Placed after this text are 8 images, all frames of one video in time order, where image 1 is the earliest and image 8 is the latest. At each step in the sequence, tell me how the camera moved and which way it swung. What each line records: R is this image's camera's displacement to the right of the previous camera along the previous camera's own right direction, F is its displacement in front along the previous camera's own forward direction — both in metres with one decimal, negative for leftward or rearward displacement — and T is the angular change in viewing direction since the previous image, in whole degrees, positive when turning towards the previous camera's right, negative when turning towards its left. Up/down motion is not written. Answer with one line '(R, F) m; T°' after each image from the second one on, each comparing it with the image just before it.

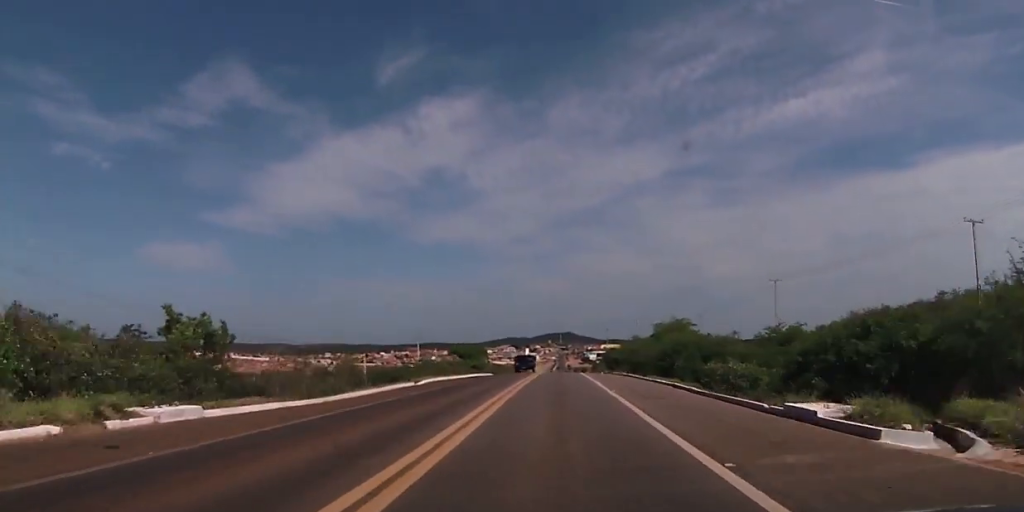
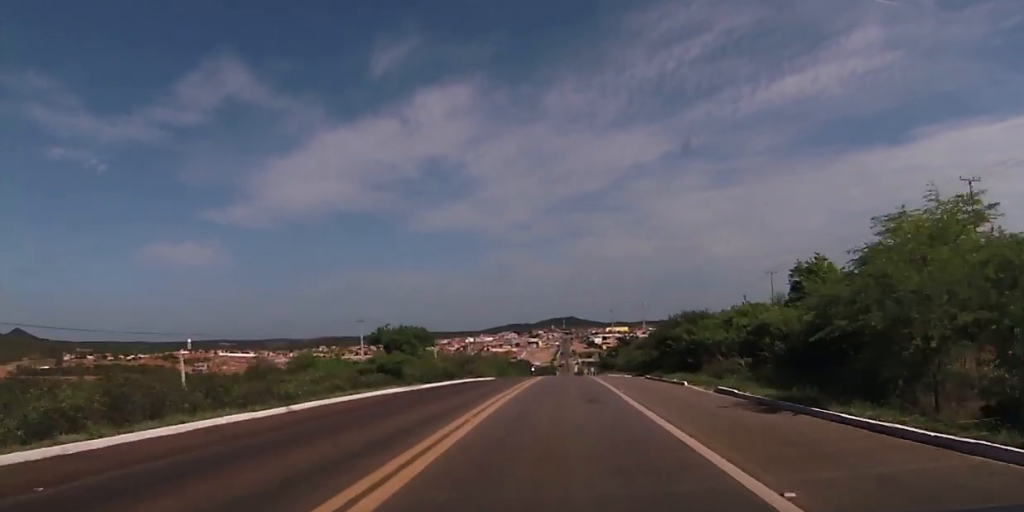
(-0.2, +49.5) m; 0°
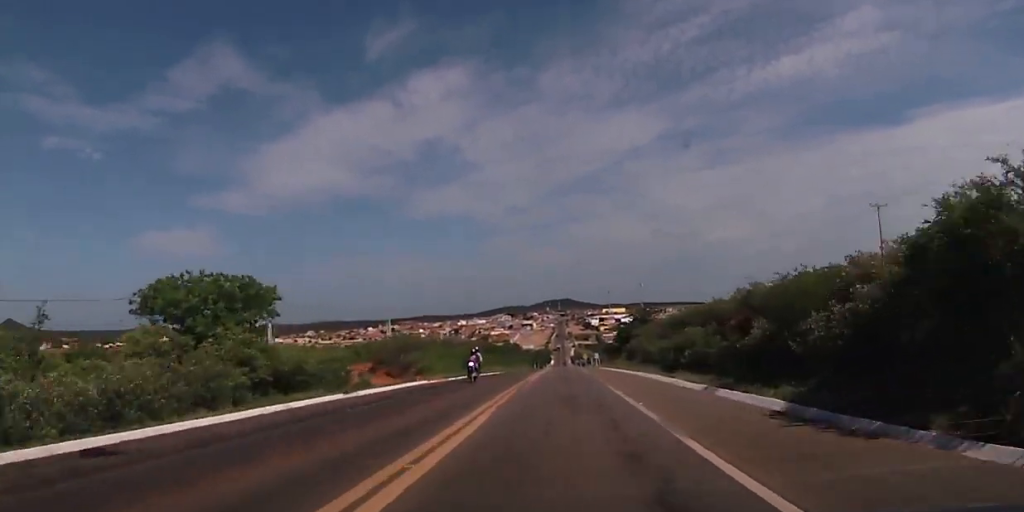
(+0.3, +37.0) m; +1°
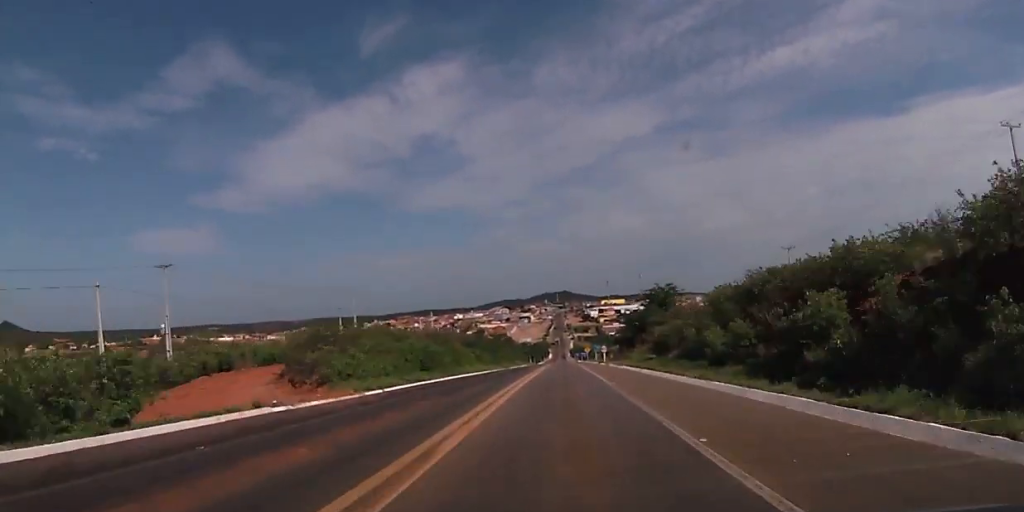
(-0.2, +22.6) m; 0°
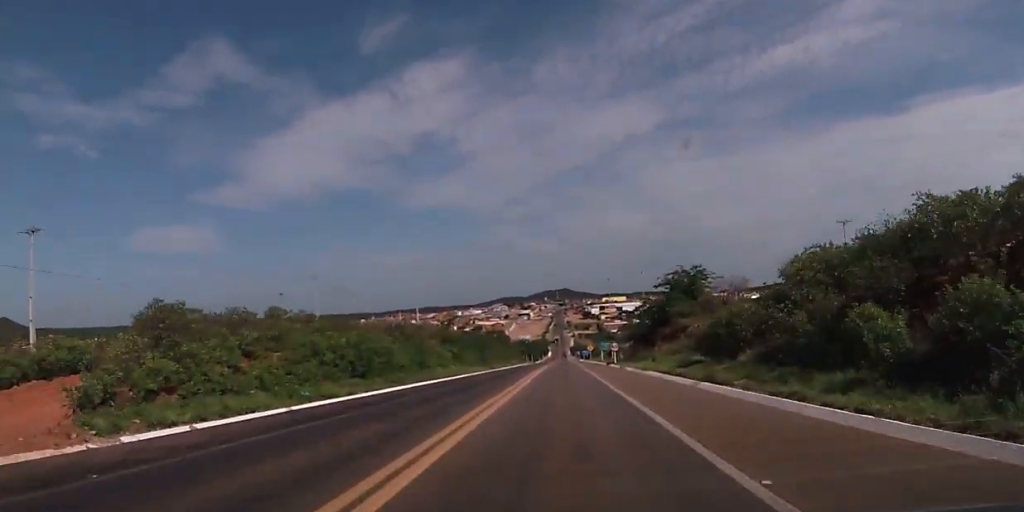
(+0.1, +18.3) m; 0°
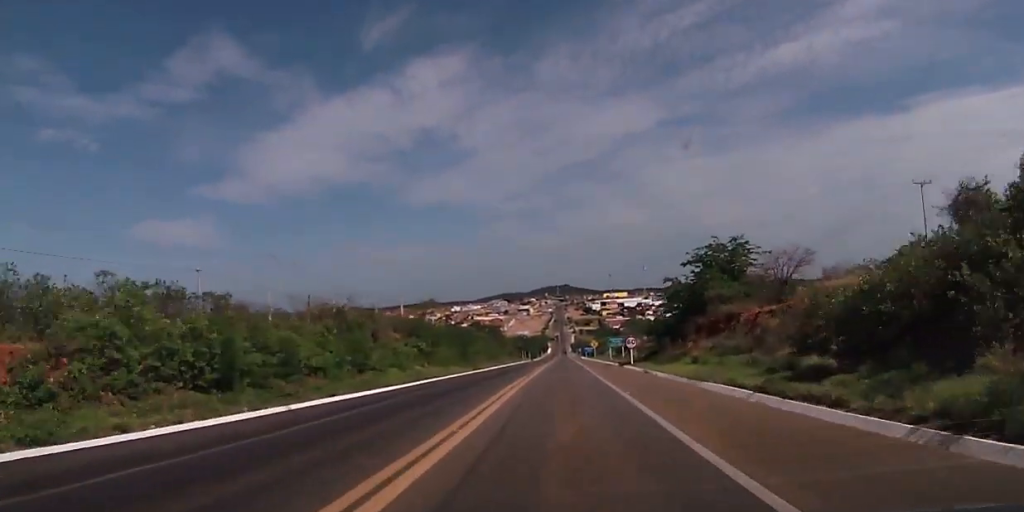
(+0.1, +16.7) m; 0°
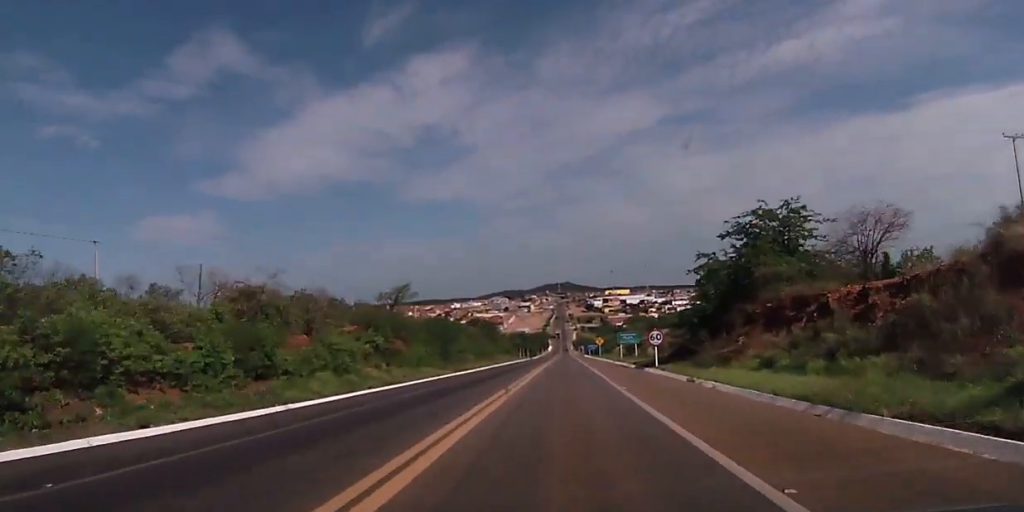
(-0.2, +13.5) m; 0°
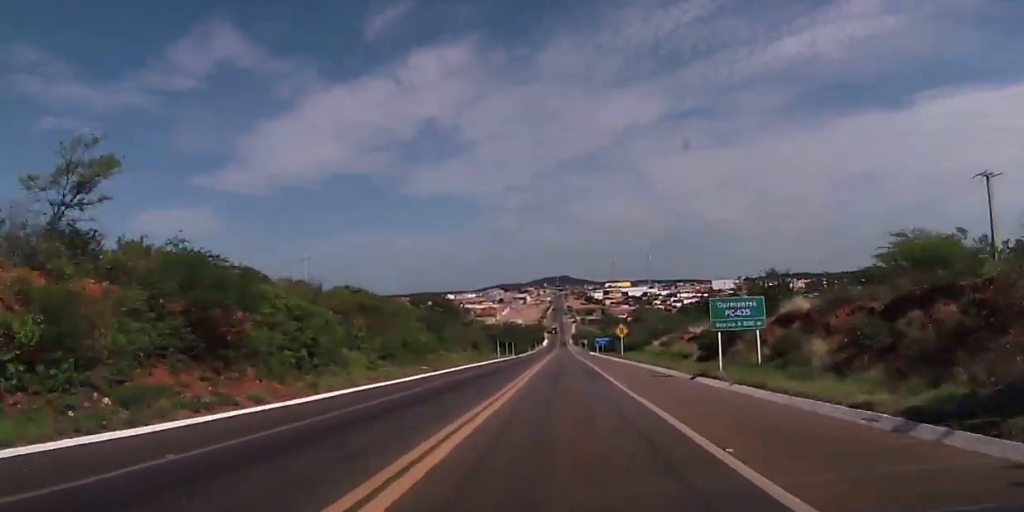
(-0.2, +44.7) m; 0°
